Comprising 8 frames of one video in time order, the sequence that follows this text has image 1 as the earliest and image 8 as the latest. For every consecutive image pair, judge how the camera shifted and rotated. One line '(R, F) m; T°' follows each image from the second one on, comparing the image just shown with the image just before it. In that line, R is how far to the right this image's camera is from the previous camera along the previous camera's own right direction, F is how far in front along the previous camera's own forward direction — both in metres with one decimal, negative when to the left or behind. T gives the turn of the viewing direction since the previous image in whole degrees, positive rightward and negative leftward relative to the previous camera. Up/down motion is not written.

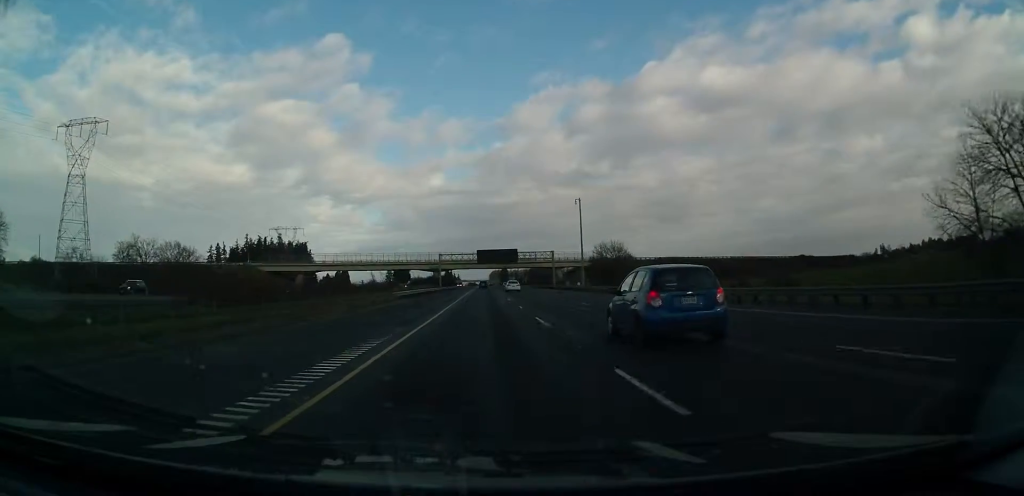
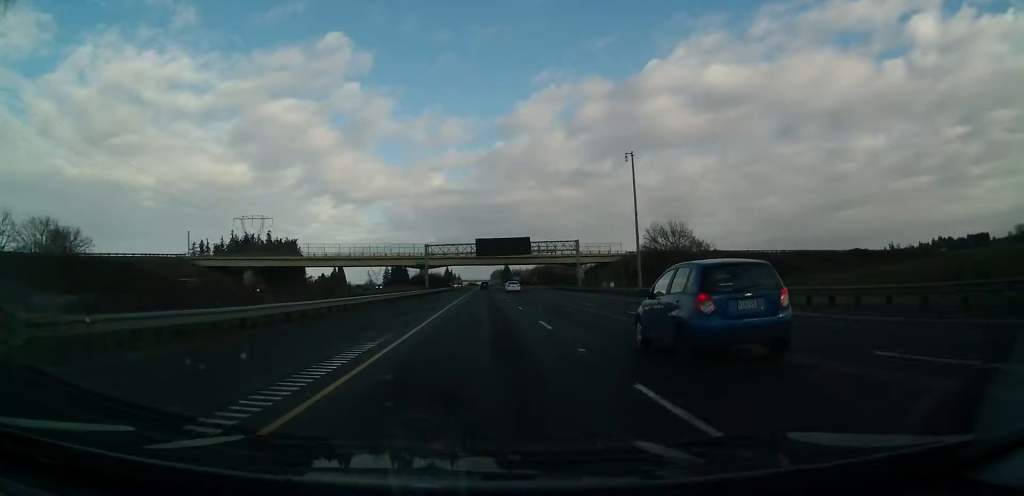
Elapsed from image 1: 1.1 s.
(+0.1, +38.1) m; 0°
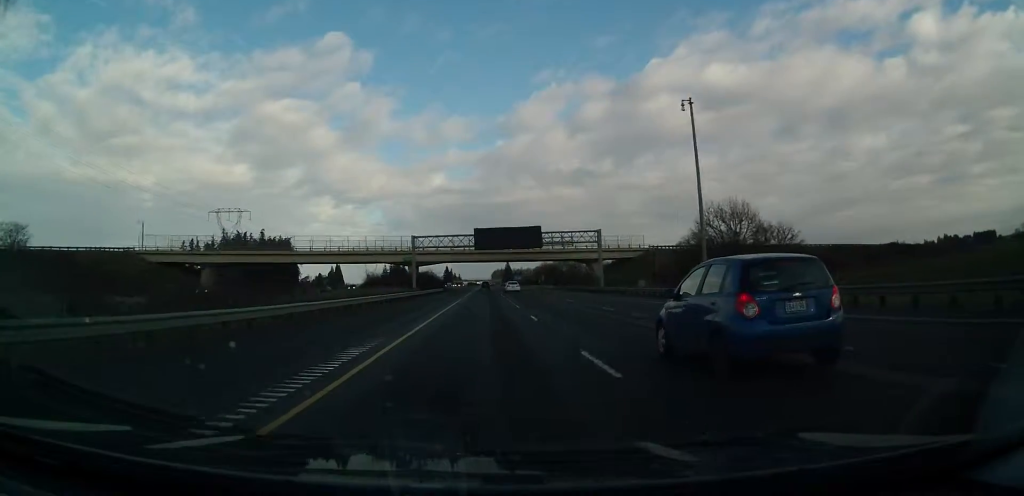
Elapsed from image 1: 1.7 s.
(0.0, +20.6) m; 0°
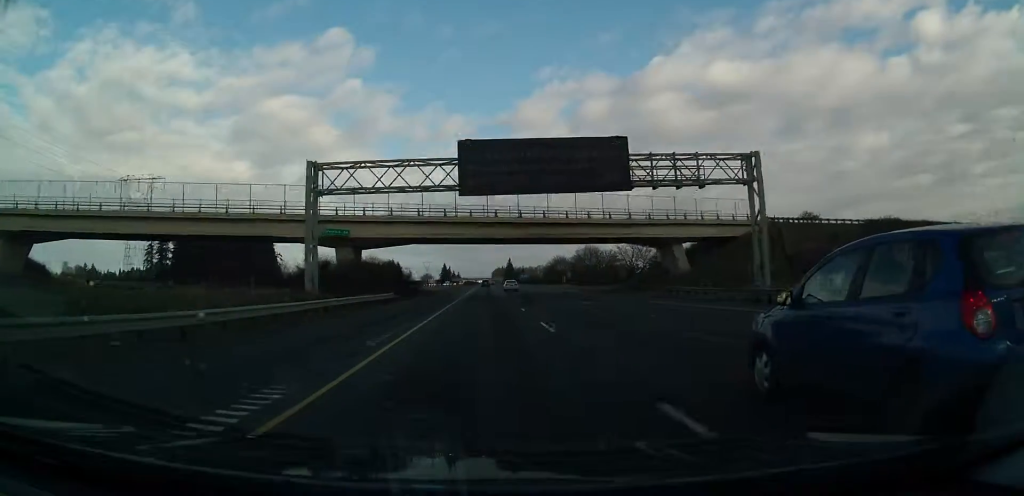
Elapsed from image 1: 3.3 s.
(+0.4, +53.8) m; +1°
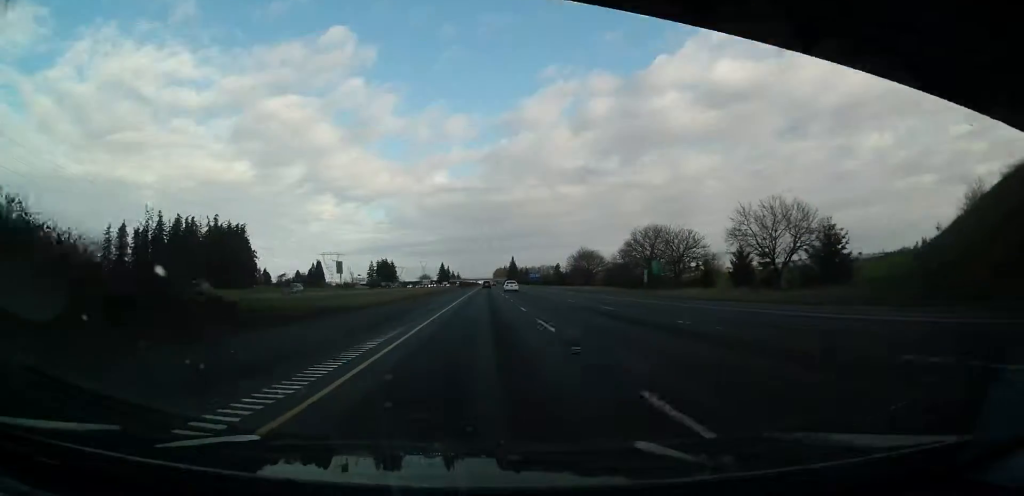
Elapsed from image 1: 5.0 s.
(0.0, +59.6) m; 0°
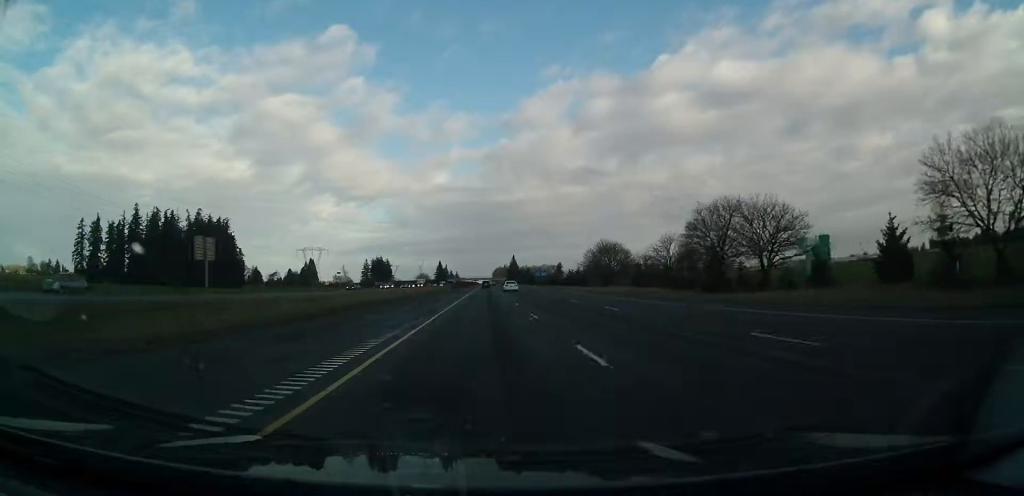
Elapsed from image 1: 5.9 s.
(0.0, +31.2) m; 0°
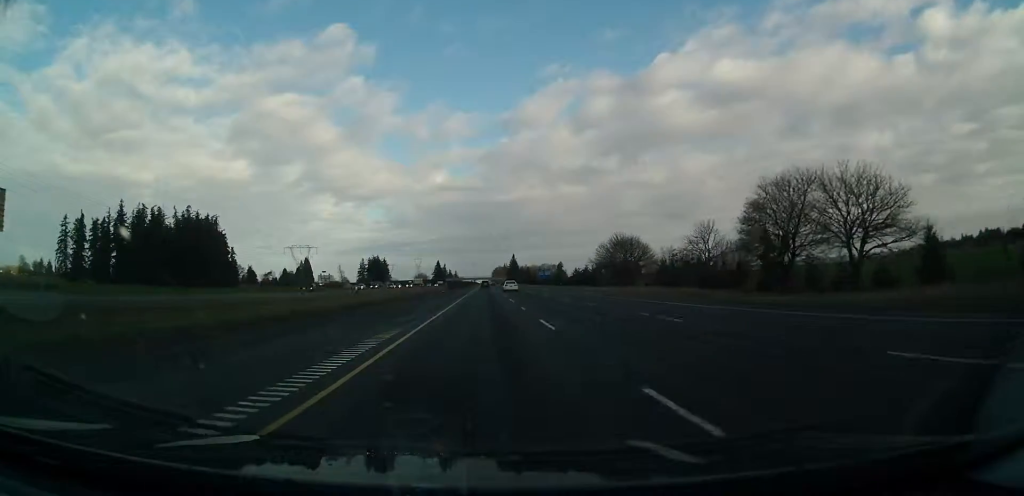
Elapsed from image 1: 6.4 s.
(0.0, +17.4) m; 0°
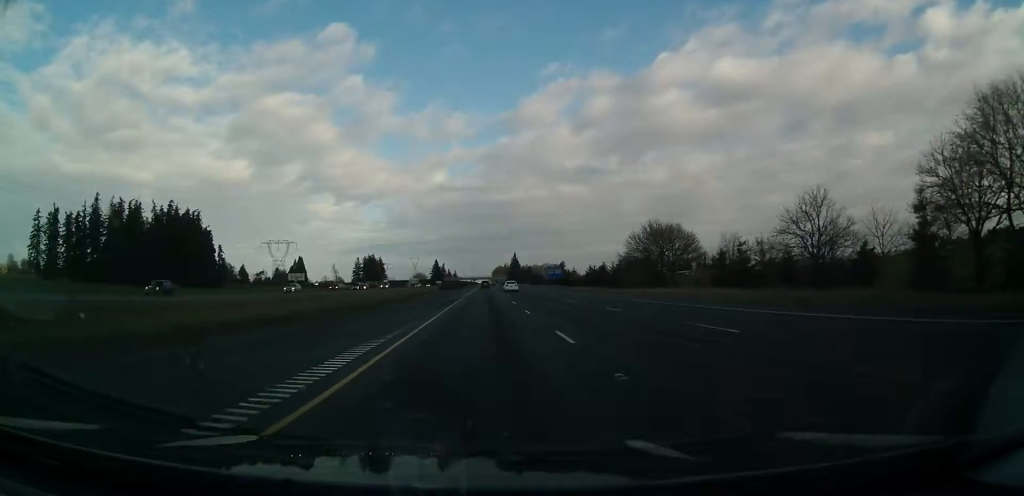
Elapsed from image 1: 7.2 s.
(0.0, +27.9) m; 0°
